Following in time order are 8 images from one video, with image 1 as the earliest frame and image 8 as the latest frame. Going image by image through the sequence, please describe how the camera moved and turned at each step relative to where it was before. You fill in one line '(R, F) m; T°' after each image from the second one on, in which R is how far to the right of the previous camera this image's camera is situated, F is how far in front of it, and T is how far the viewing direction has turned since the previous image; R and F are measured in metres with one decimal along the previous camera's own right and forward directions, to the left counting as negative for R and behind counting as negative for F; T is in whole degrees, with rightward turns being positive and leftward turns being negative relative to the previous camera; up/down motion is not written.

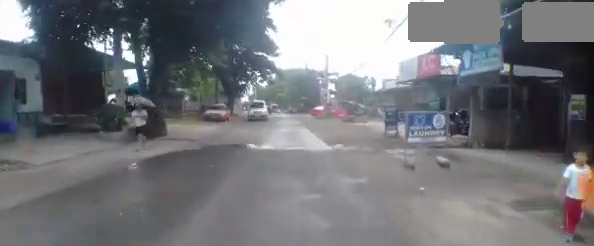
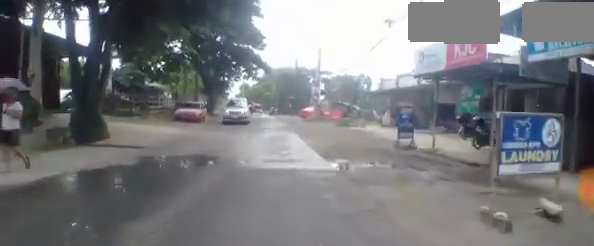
(-0.1, +3.7) m; -1°
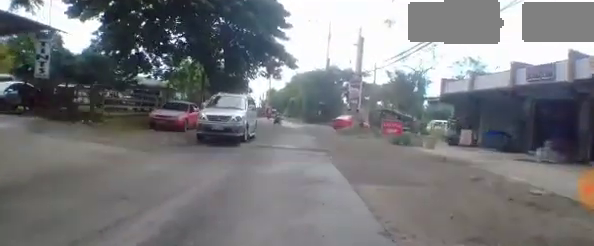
(+0.2, +9.0) m; +4°
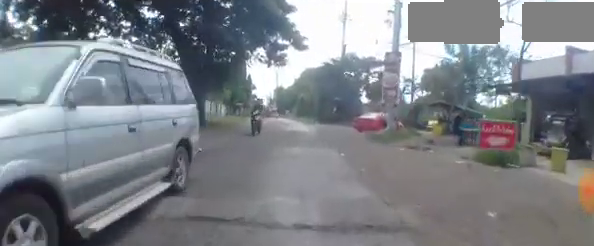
(+0.5, +9.9) m; +4°
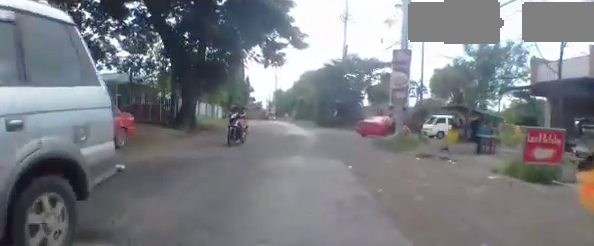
(0.0, +2.0) m; 0°
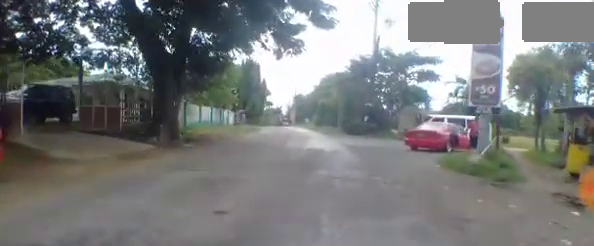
(0.0, +6.6) m; 0°
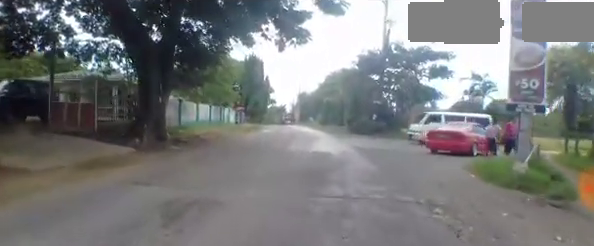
(0.0, +1.3) m; 0°
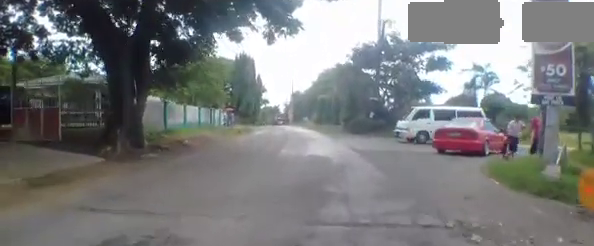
(0.0, +0.9) m; 0°
